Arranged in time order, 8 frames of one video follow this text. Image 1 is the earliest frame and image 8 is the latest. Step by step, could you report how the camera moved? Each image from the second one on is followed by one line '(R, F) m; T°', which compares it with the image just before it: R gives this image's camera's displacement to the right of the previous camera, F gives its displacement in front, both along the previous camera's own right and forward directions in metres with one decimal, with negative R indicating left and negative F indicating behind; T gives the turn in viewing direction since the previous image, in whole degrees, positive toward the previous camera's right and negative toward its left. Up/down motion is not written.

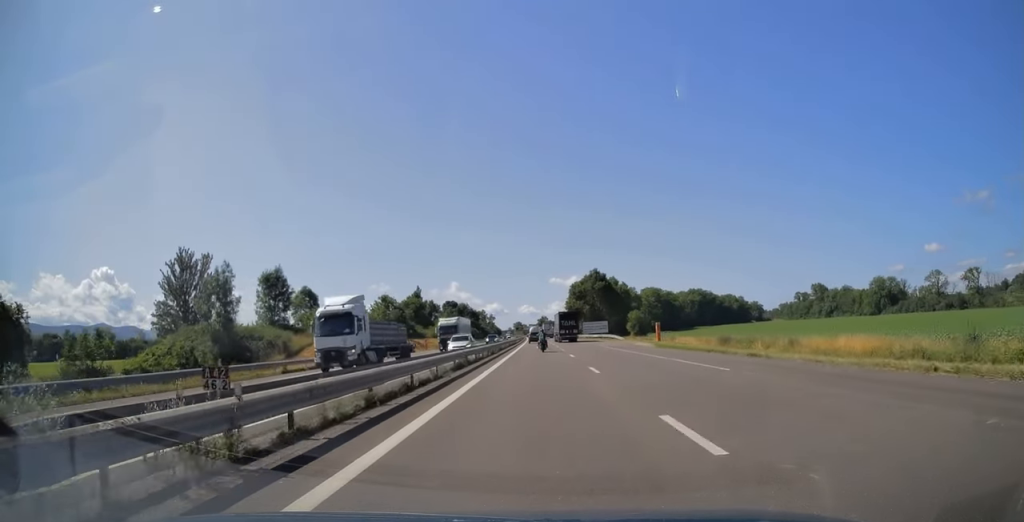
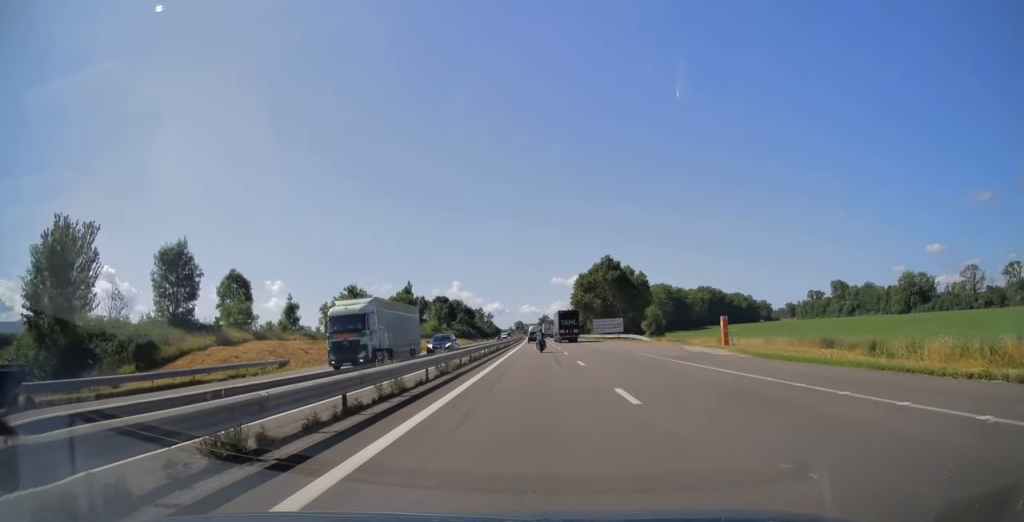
(-0.1, +22.3) m; 0°
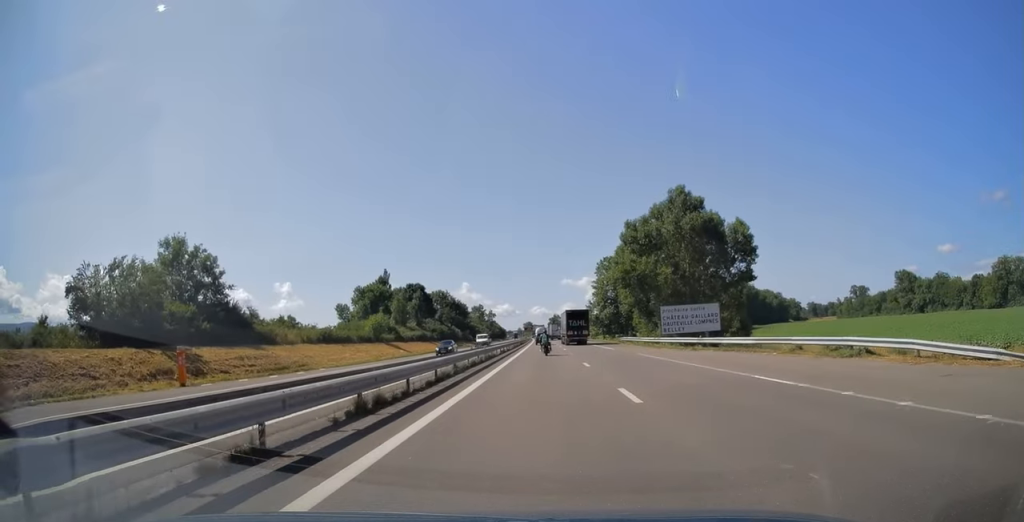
(-0.3, +52.6) m; -1°
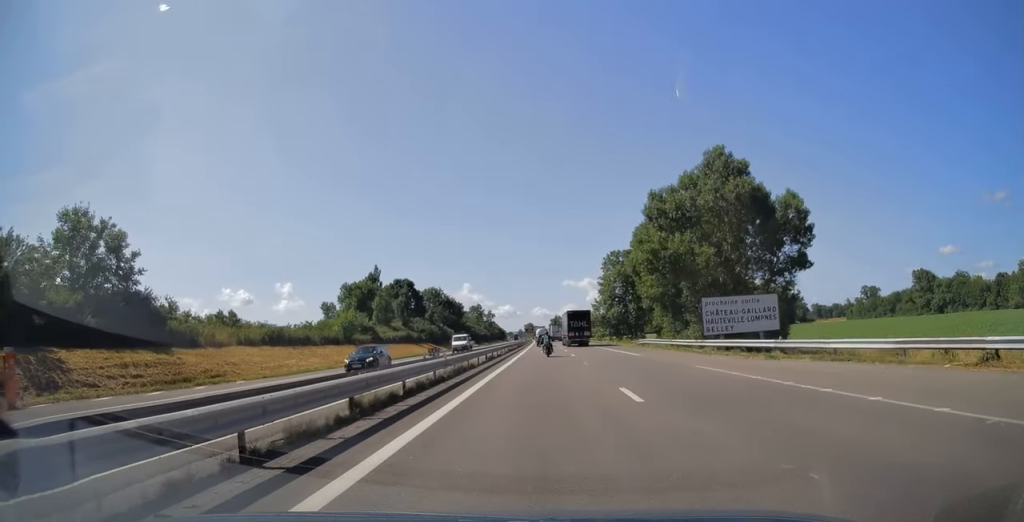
(0.0, +12.7) m; 0°
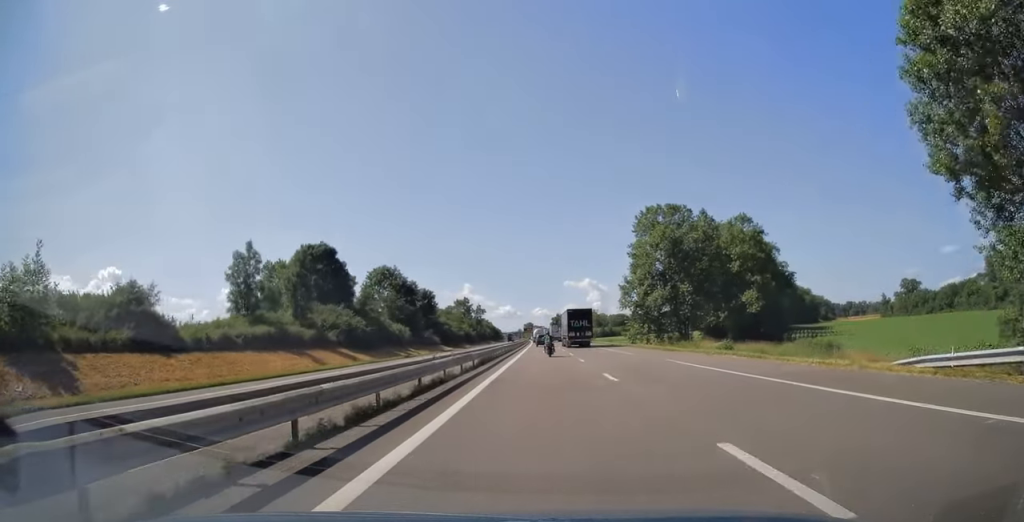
(-0.2, +46.9) m; 0°
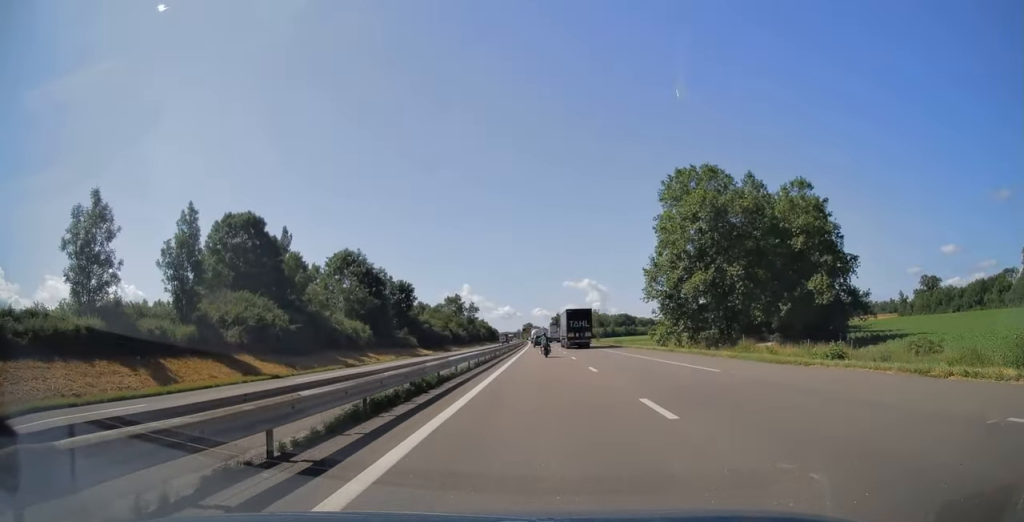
(0.0, +20.8) m; 0°
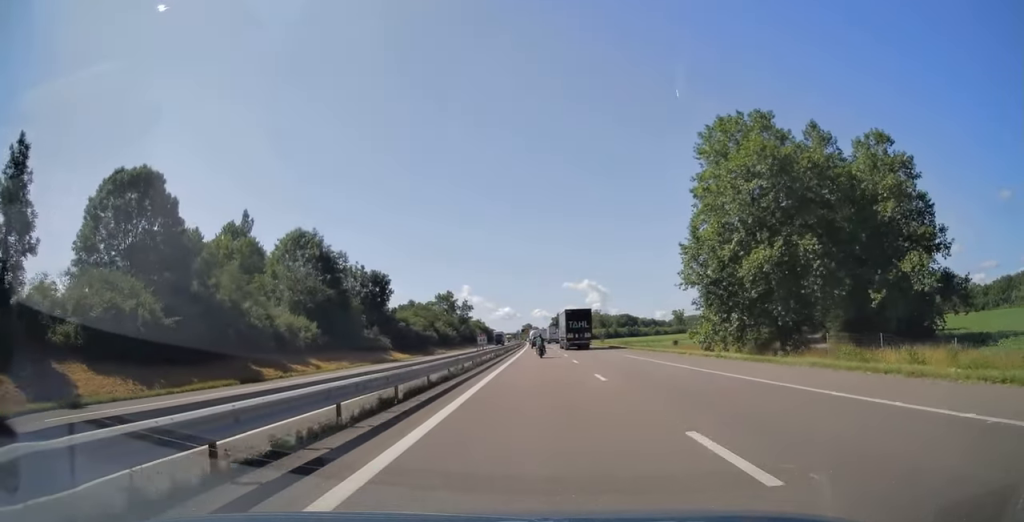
(0.0, +17.3) m; 0°
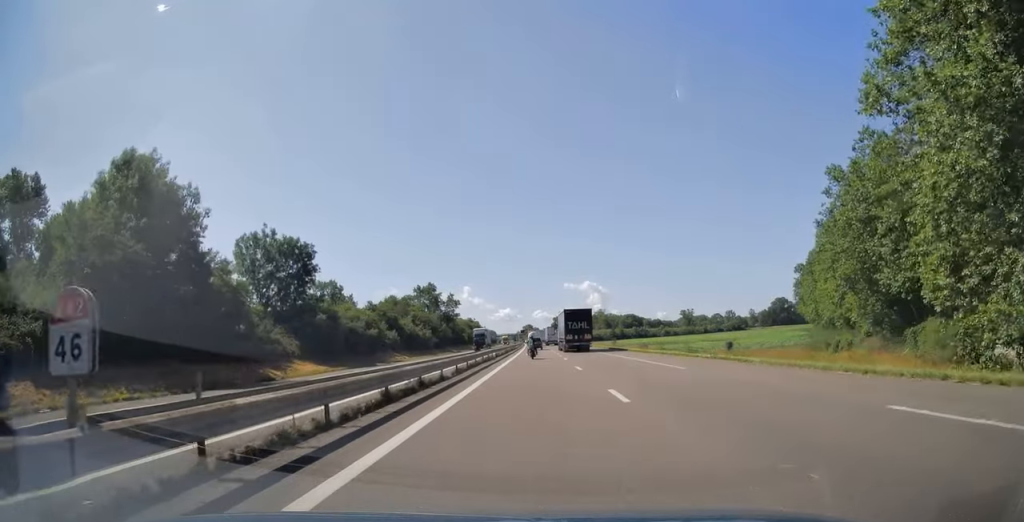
(-0.1, +31.9) m; 0°
